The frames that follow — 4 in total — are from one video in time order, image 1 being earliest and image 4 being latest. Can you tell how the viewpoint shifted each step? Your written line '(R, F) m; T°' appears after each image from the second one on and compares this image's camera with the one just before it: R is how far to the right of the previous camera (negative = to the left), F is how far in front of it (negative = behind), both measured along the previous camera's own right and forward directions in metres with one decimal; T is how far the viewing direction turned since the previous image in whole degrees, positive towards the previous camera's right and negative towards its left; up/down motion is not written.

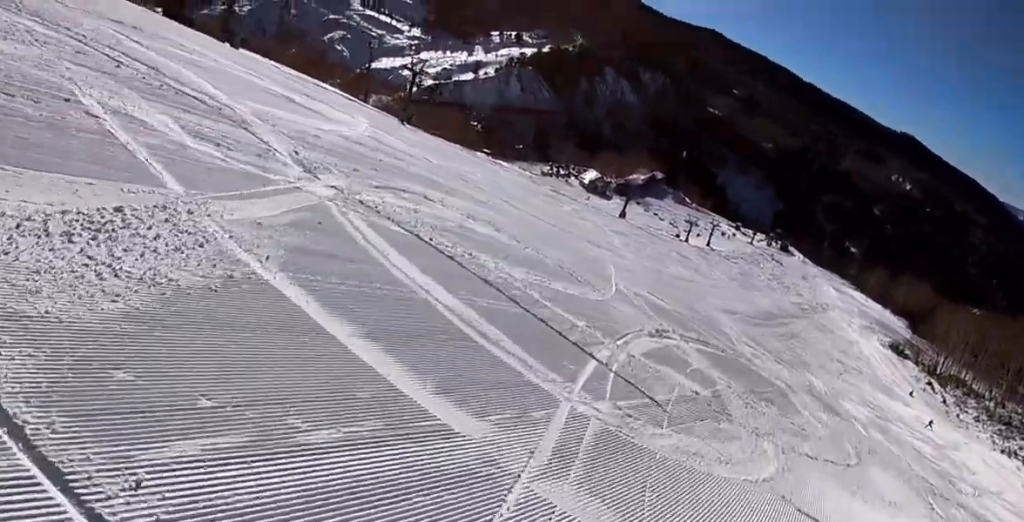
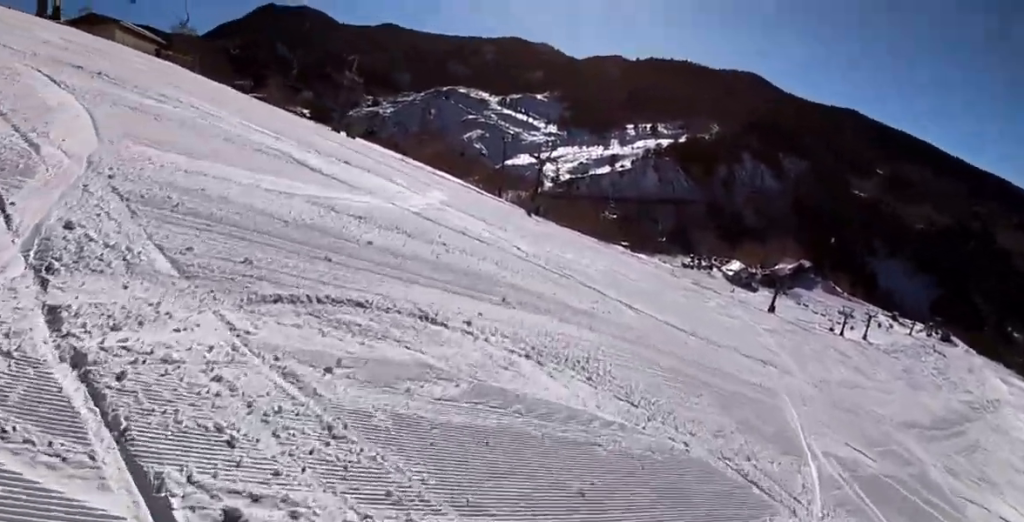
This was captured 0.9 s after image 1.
(-0.6, +4.9) m; -10°
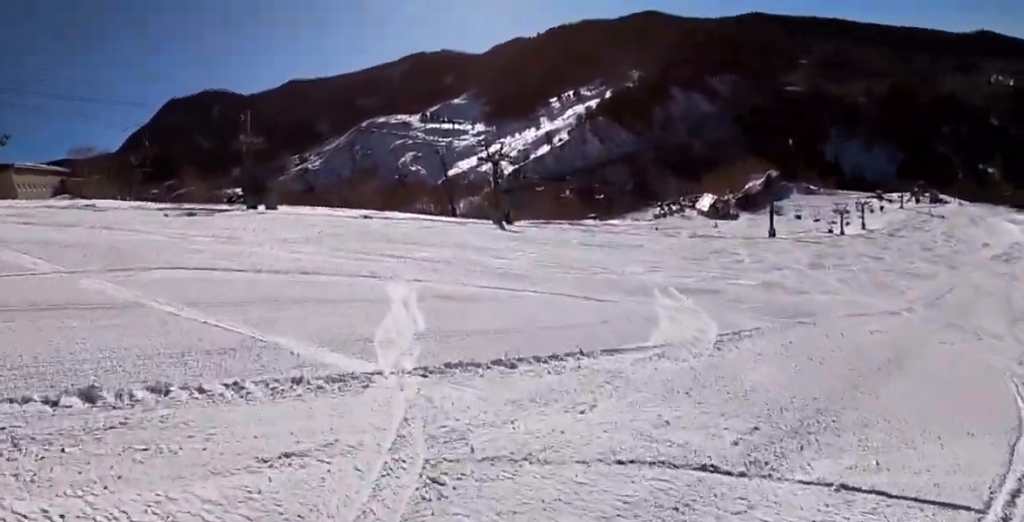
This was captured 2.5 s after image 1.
(-0.9, +9.6) m; -5°
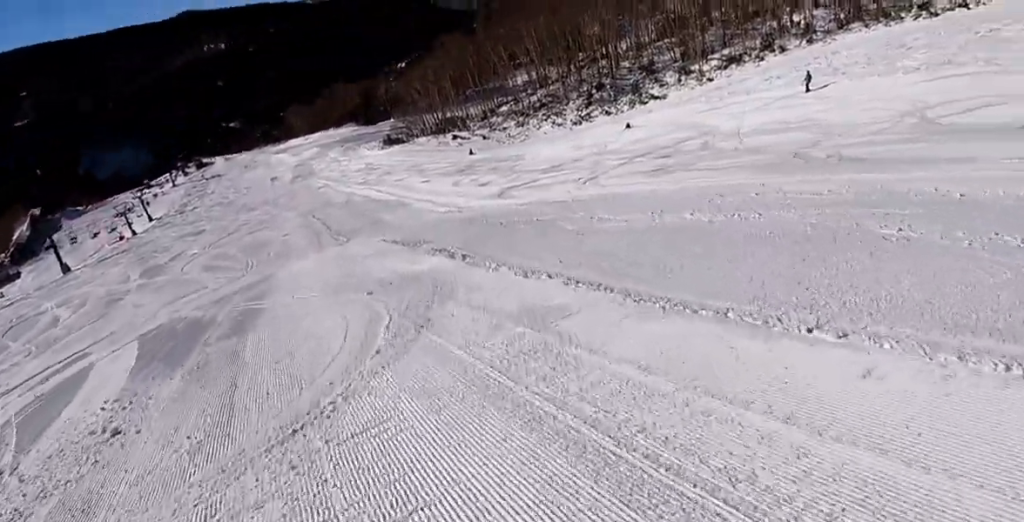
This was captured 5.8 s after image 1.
(+6.2, +12.3) m; +85°
